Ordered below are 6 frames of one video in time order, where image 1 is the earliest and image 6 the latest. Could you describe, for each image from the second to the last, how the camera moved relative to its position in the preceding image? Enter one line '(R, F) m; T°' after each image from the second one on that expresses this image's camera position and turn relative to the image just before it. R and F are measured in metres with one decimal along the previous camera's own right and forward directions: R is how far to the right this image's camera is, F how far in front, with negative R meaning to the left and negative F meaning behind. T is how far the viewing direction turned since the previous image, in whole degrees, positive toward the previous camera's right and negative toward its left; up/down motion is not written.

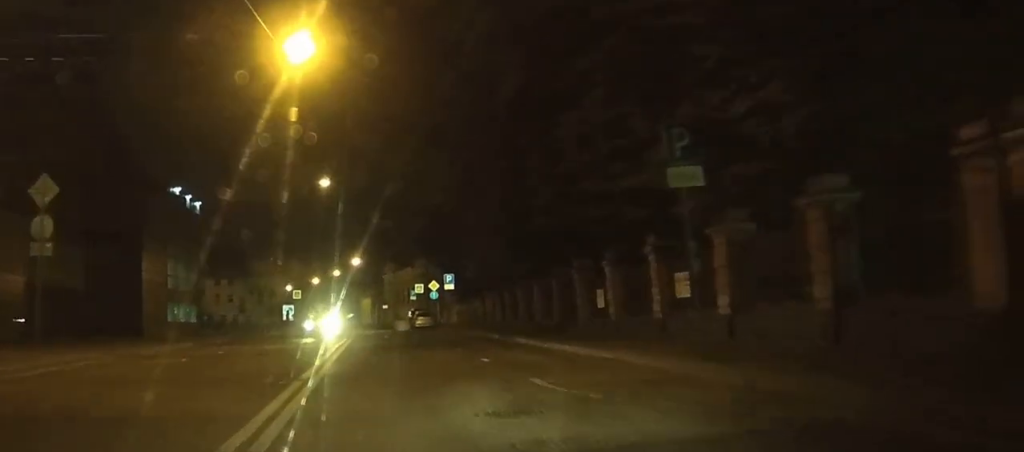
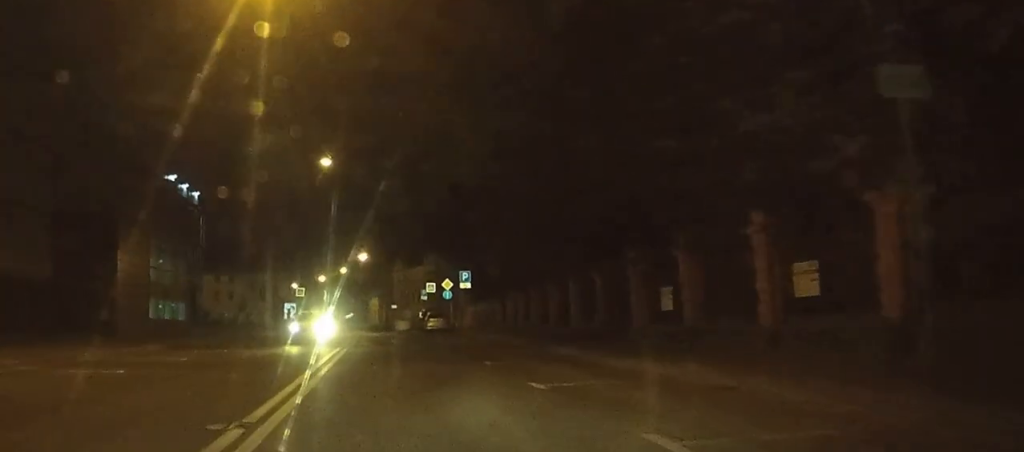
(0.0, +6.8) m; 0°
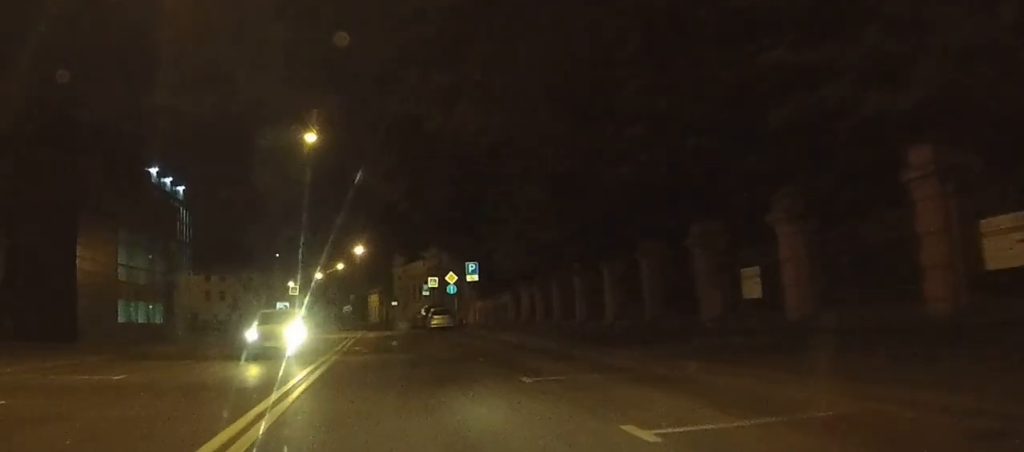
(0.0, +5.8) m; 0°
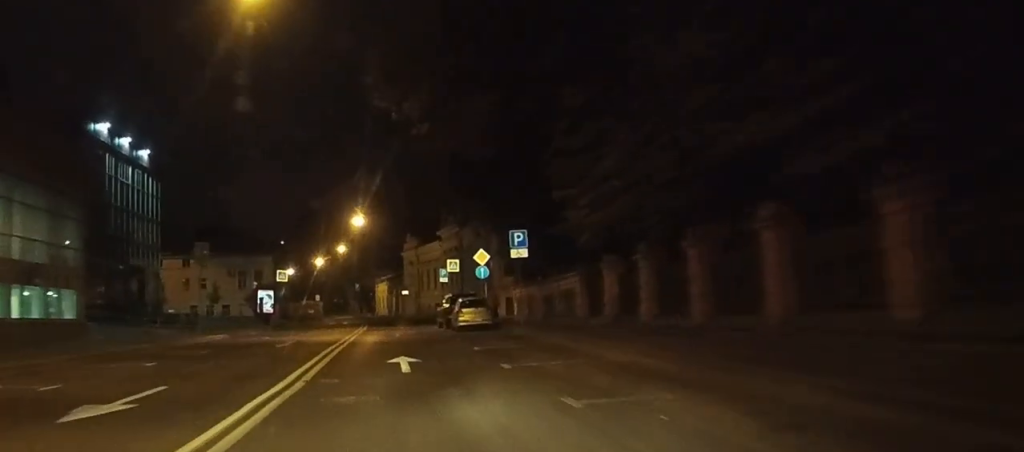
(-0.2, +15.7) m; -2°
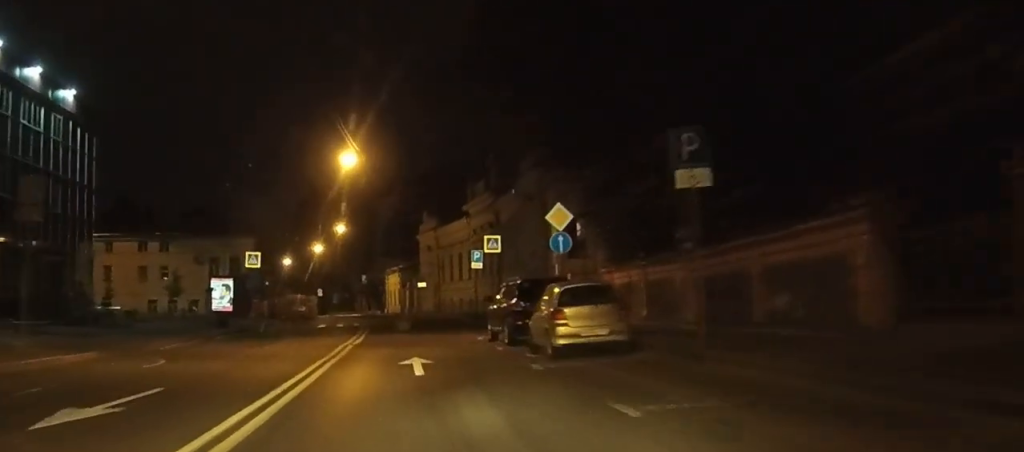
(-0.5, +19.8) m; -2°
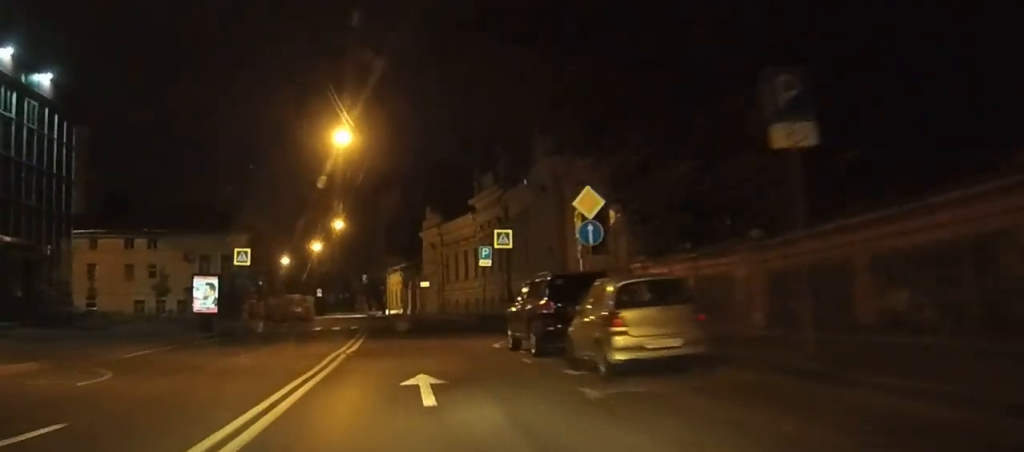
(0.0, +4.1) m; 0°
